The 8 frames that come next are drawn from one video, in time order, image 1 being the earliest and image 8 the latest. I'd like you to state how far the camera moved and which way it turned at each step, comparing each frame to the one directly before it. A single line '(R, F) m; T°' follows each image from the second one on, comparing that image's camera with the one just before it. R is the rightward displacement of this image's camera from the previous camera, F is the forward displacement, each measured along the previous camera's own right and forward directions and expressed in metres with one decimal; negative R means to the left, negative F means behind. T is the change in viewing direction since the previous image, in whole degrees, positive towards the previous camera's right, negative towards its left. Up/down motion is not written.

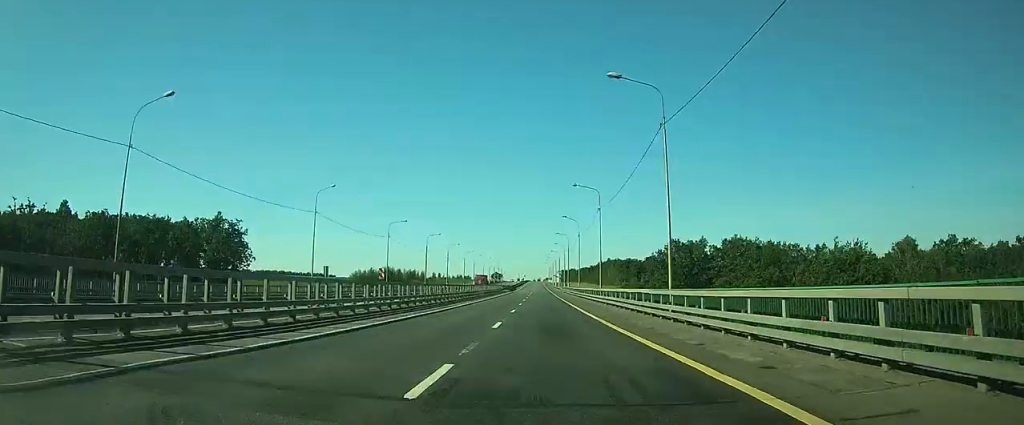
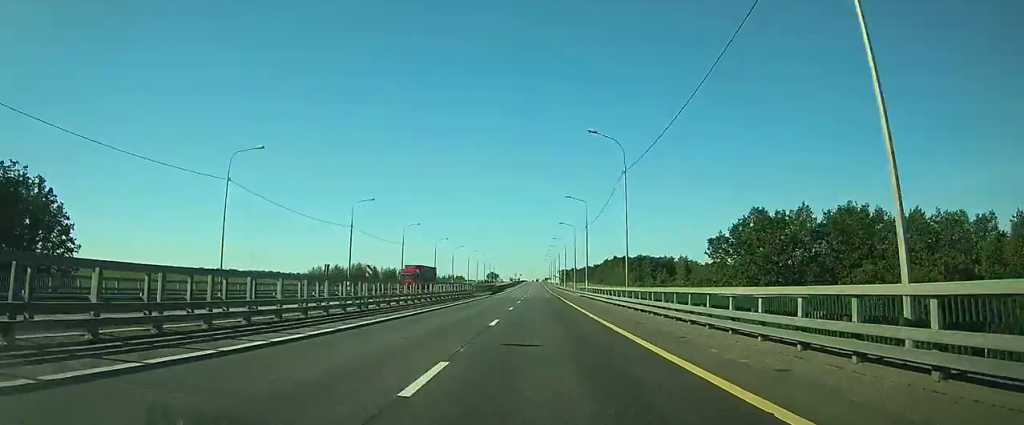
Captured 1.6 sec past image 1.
(+0.2, +48.4) m; 0°
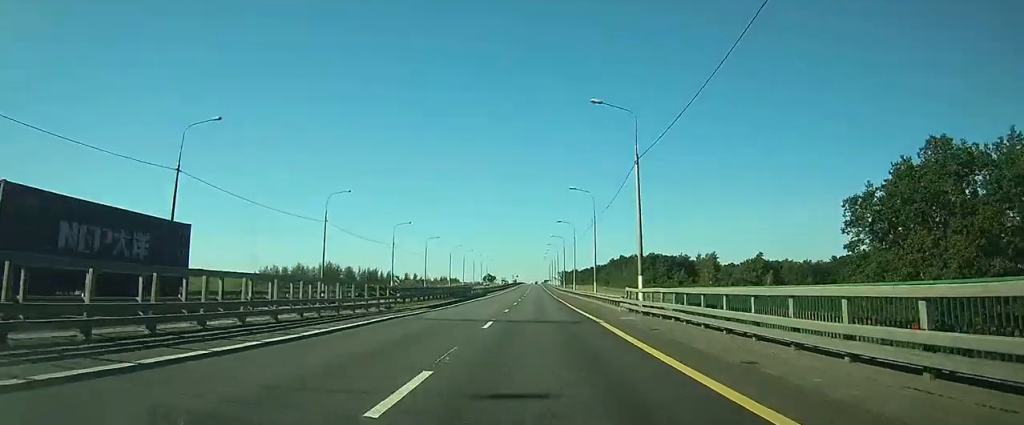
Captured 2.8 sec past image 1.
(0.0, +37.6) m; 0°
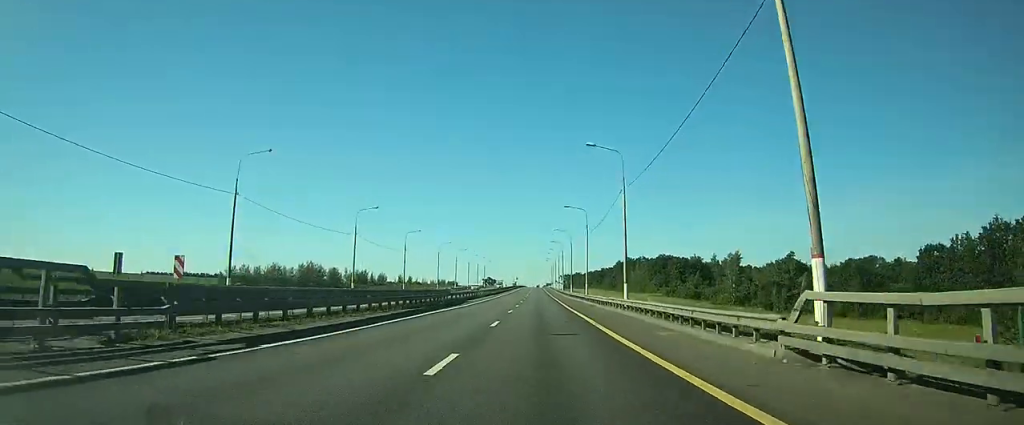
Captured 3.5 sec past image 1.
(0.0, +21.0) m; 0°
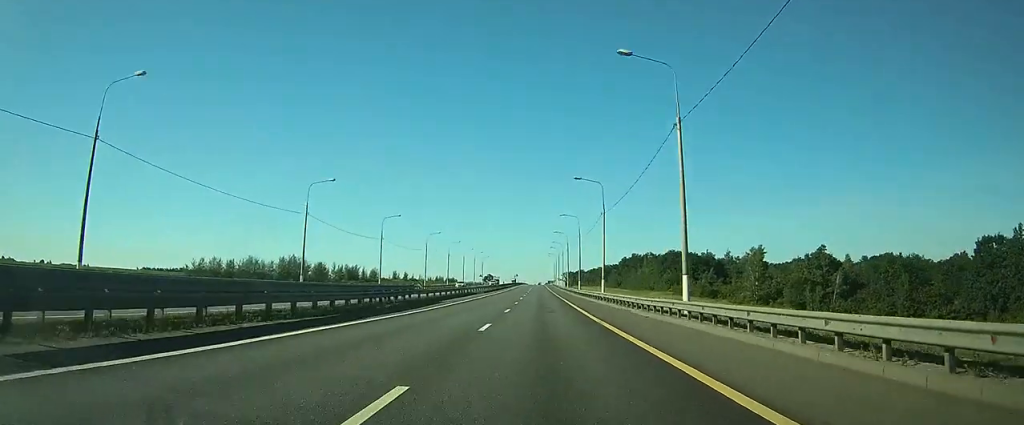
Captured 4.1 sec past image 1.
(0.0, +16.9) m; 0°
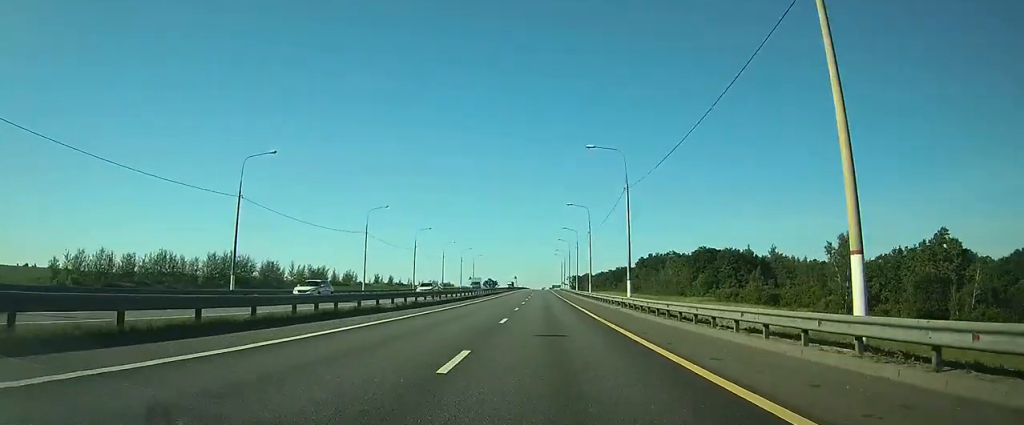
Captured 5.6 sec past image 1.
(-0.1, +44.3) m; 0°
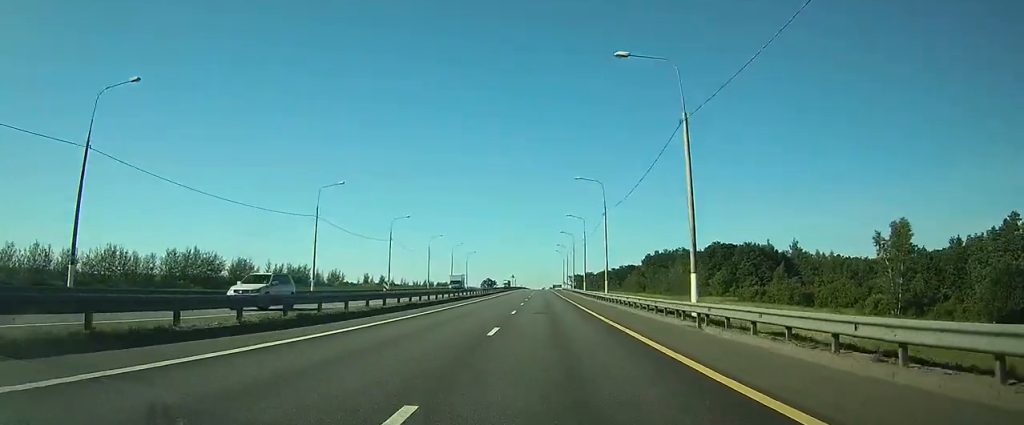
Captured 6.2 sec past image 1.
(0.0, +17.6) m; 0°
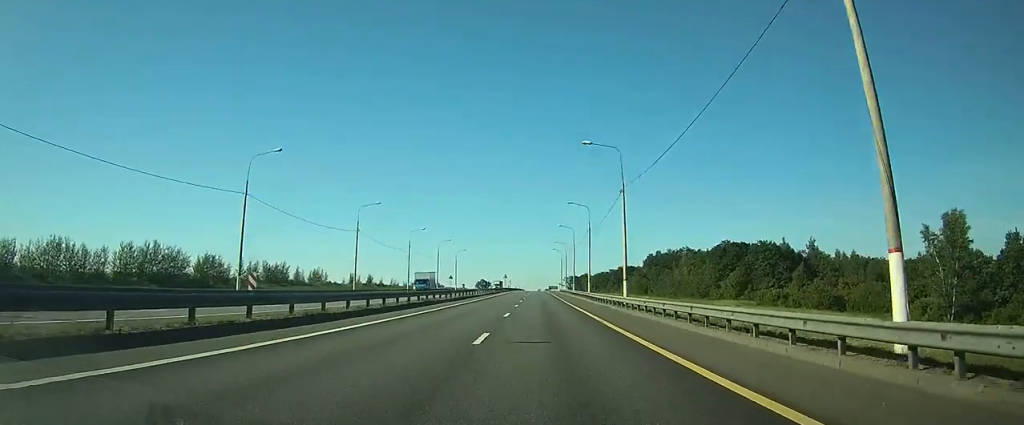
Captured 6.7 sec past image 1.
(0.0, +14.6) m; 0°
